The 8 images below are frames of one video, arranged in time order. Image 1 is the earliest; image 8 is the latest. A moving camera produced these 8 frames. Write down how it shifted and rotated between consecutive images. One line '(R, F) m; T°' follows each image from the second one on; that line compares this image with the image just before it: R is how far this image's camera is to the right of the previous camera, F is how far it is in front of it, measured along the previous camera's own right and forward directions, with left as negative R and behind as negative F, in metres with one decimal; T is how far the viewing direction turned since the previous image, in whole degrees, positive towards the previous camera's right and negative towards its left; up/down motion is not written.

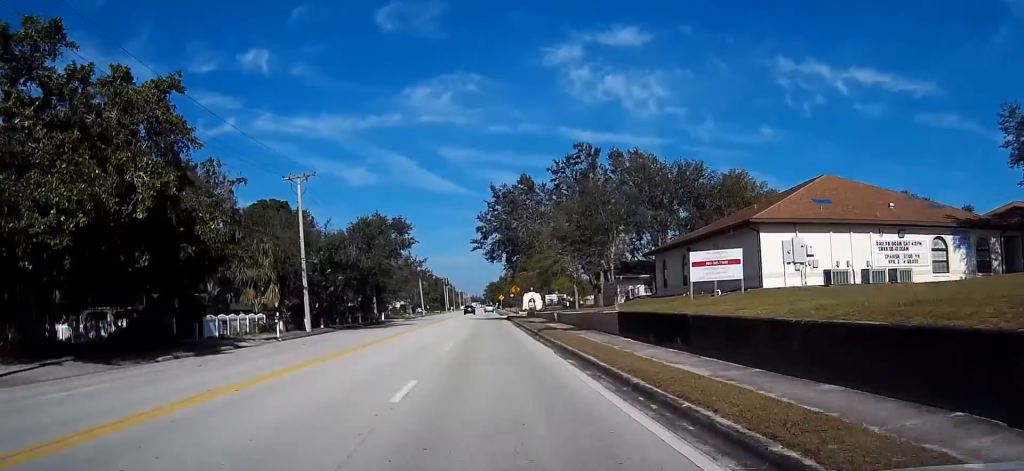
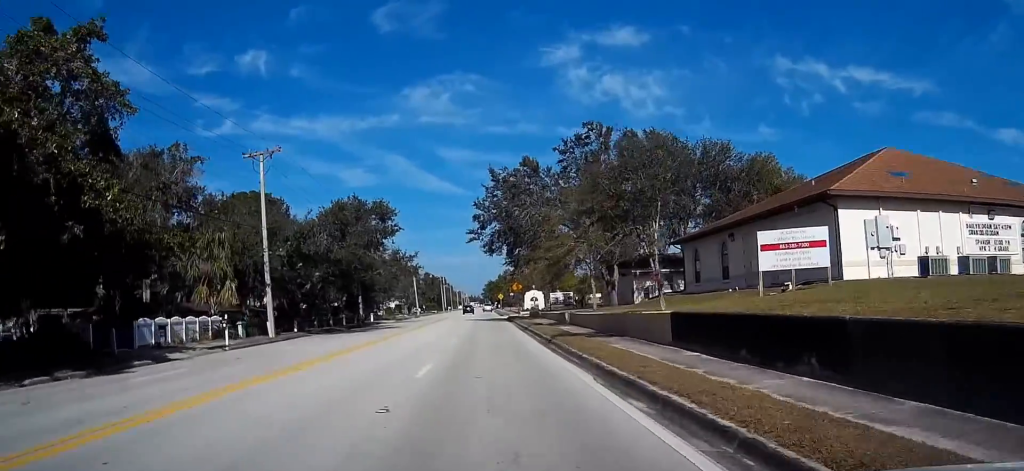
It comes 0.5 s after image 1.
(0.0, +8.4) m; 0°
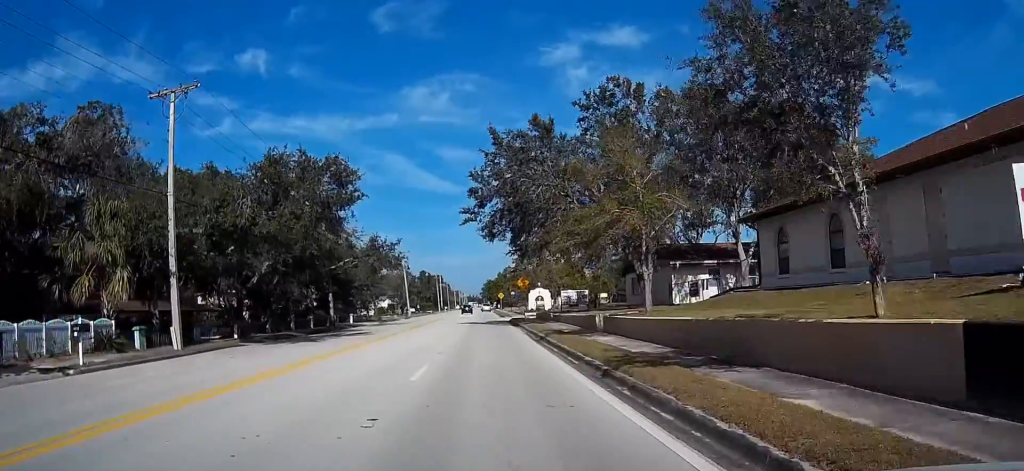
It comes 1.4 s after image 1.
(0.0, +13.2) m; 0°
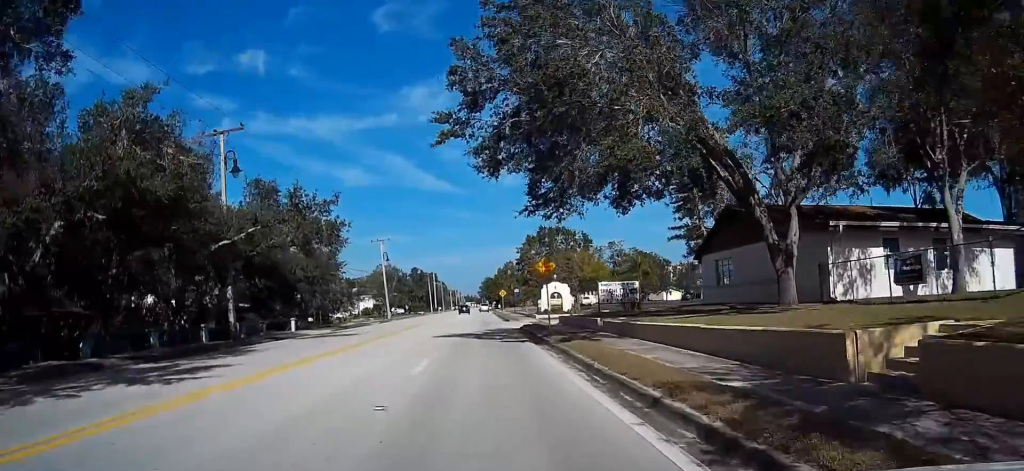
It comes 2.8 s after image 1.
(-0.2, +23.3) m; -1°
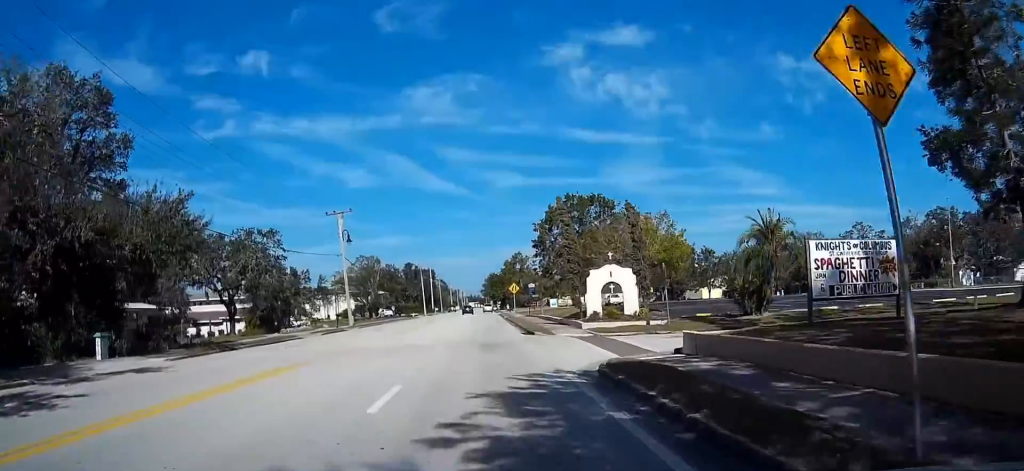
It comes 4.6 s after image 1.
(+0.1, +28.8) m; +1°
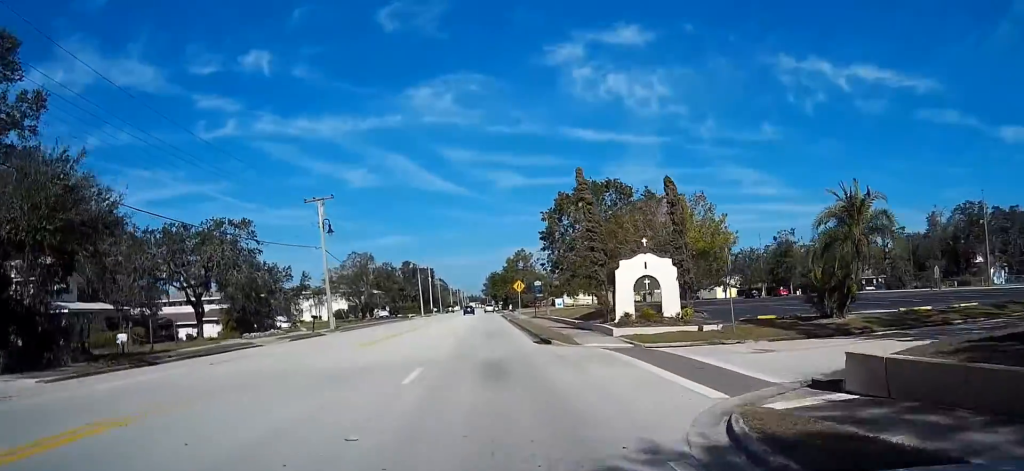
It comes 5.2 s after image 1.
(0.0, +8.6) m; 0°
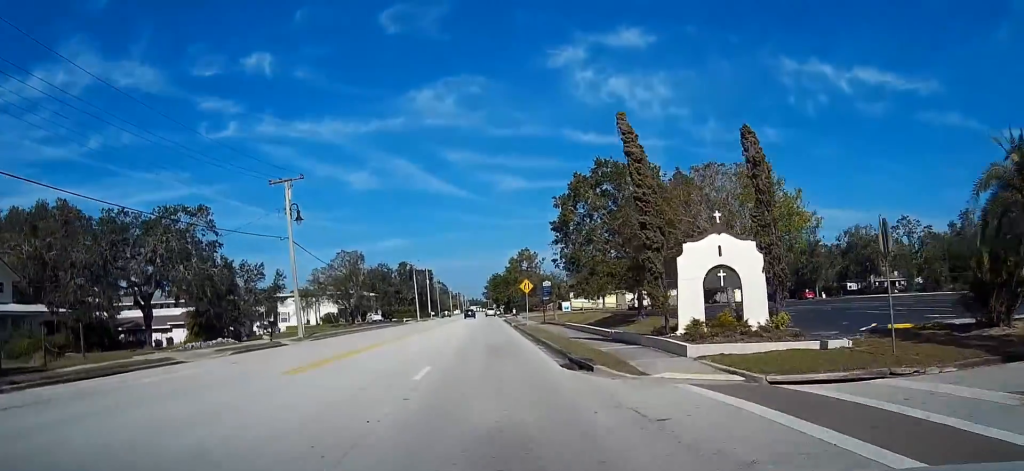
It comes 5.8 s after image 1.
(0.0, +10.3) m; 0°
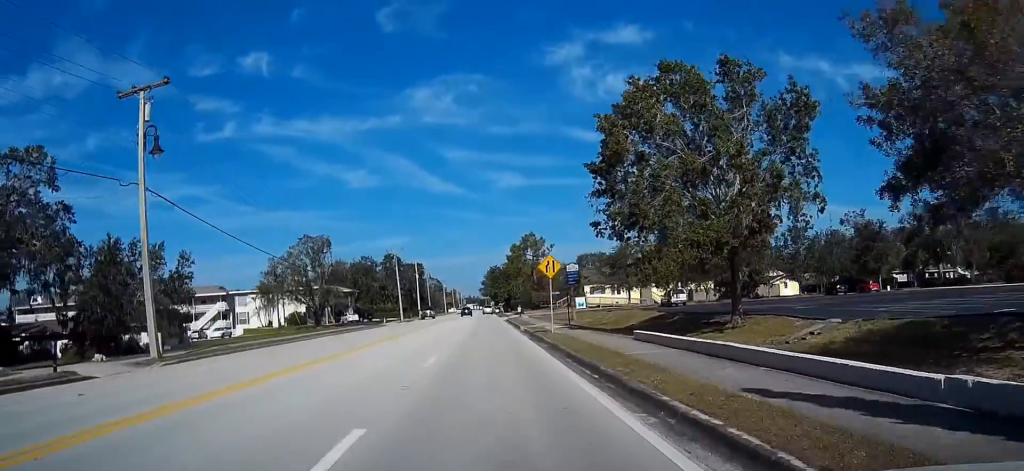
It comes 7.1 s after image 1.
(+0.1, +21.8) m; 0°
